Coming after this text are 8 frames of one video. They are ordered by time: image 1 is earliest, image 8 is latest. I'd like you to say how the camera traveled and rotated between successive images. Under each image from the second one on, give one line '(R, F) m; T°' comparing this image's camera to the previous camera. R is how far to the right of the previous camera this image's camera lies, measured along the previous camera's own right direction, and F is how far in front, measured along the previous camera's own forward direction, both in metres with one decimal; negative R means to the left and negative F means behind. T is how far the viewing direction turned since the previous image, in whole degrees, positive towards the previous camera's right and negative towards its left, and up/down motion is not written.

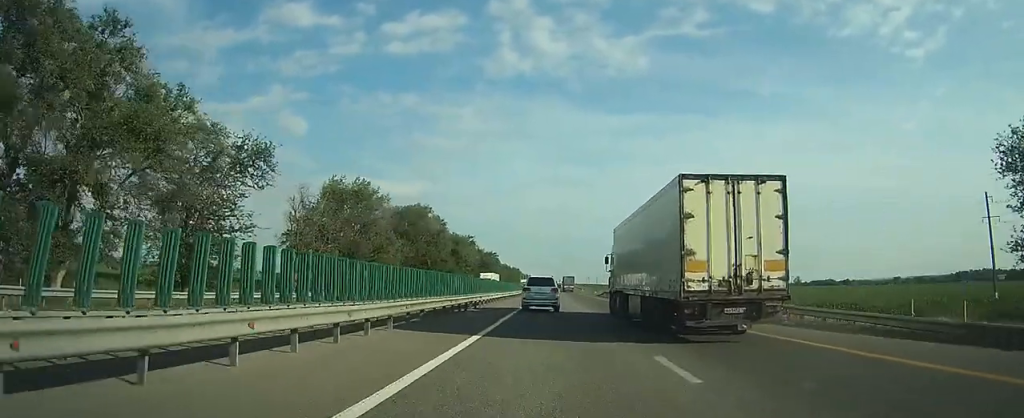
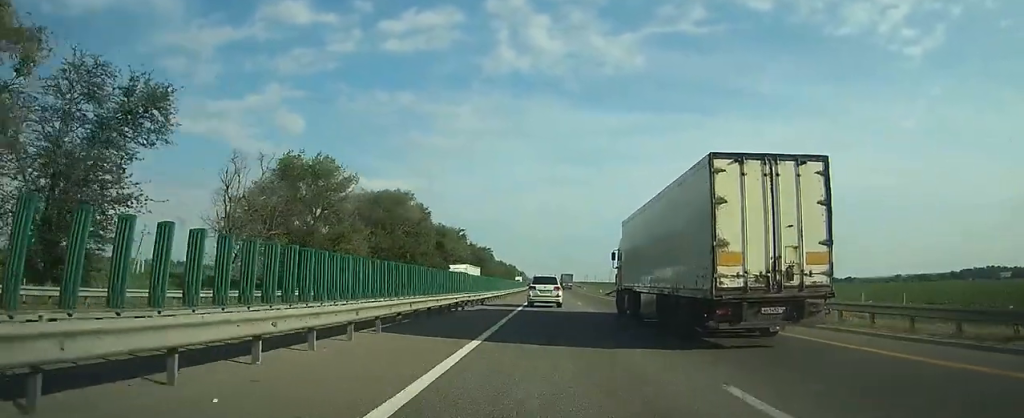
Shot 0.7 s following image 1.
(0.0, +15.8) m; 0°
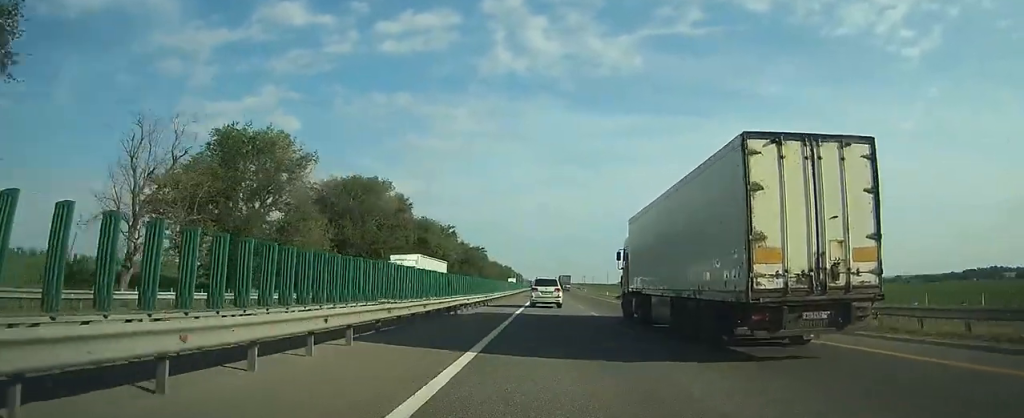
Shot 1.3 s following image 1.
(-0.2, +14.6) m; 0°
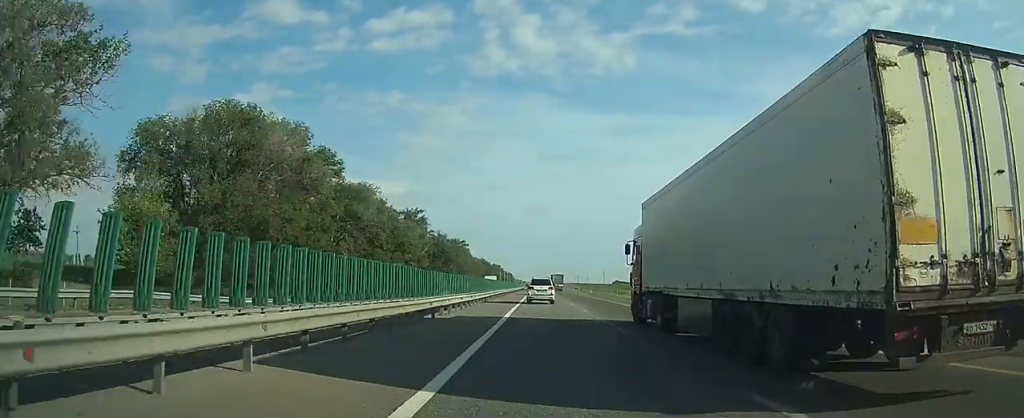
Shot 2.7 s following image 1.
(+0.4, +35.0) m; +1°
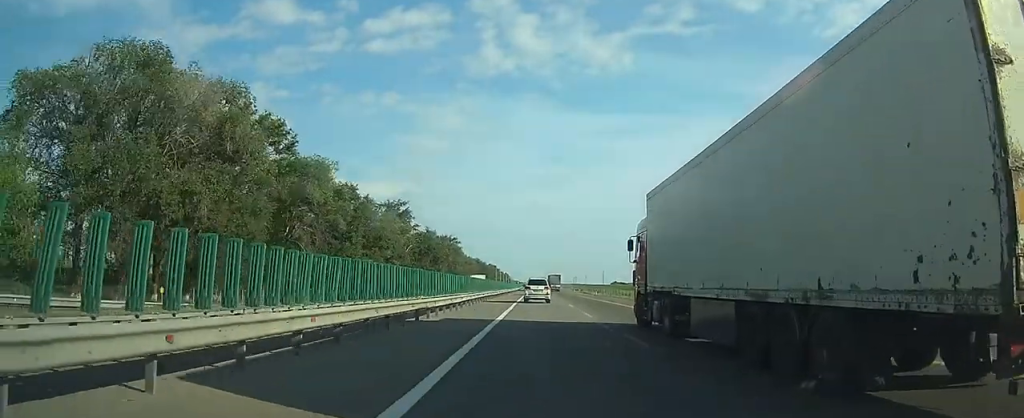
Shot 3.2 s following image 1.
(+0.1, +14.3) m; +1°
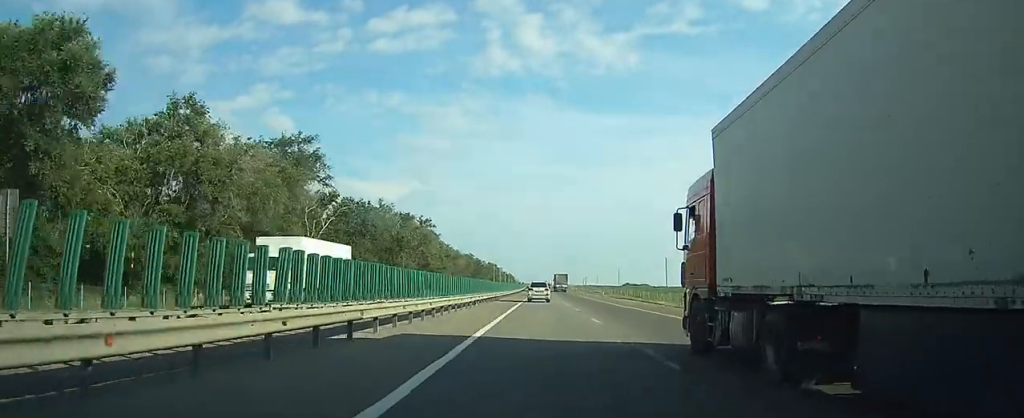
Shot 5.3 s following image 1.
(+0.4, +53.8) m; 0°
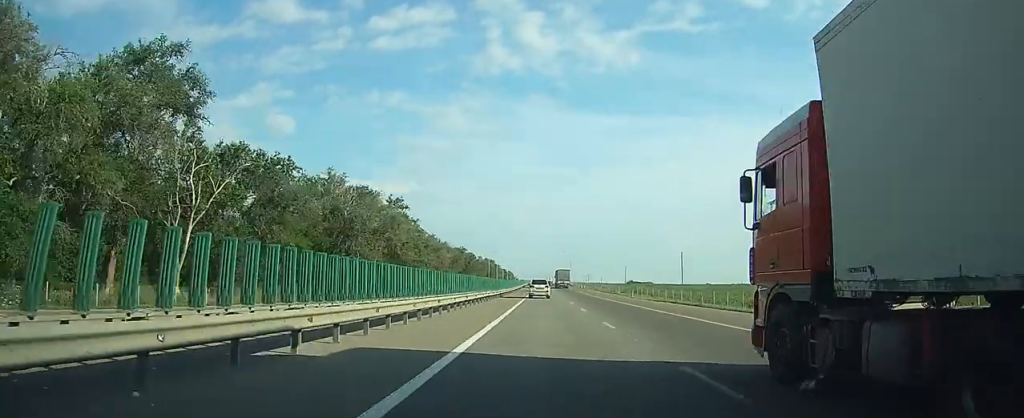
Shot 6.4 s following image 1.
(-0.1, +27.6) m; 0°
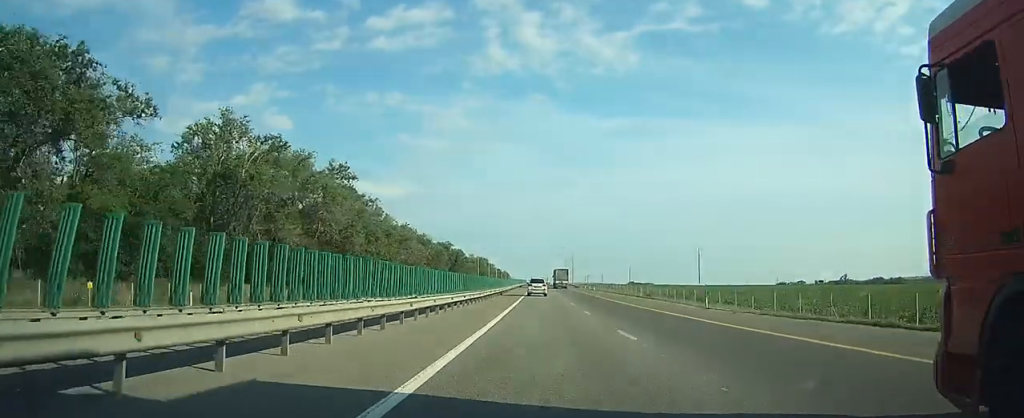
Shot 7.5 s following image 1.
(+0.1, +28.6) m; 0°
